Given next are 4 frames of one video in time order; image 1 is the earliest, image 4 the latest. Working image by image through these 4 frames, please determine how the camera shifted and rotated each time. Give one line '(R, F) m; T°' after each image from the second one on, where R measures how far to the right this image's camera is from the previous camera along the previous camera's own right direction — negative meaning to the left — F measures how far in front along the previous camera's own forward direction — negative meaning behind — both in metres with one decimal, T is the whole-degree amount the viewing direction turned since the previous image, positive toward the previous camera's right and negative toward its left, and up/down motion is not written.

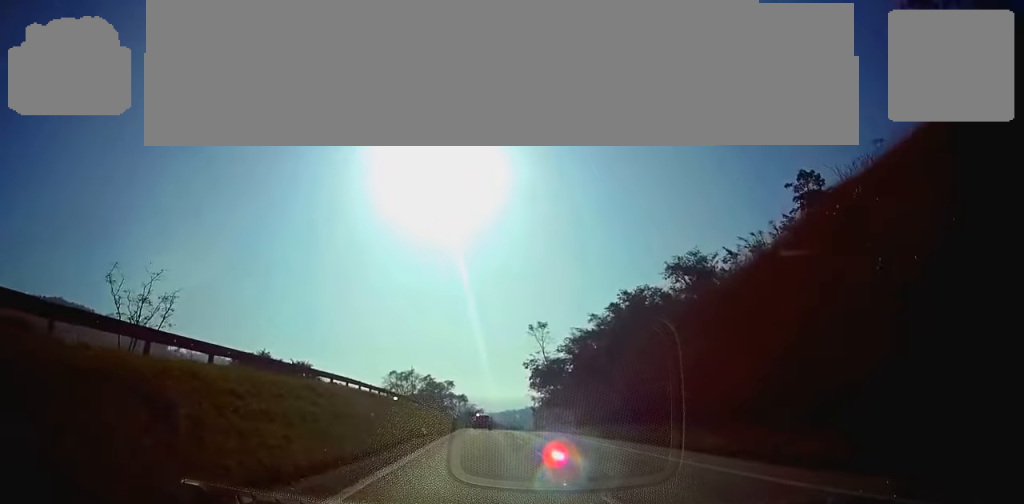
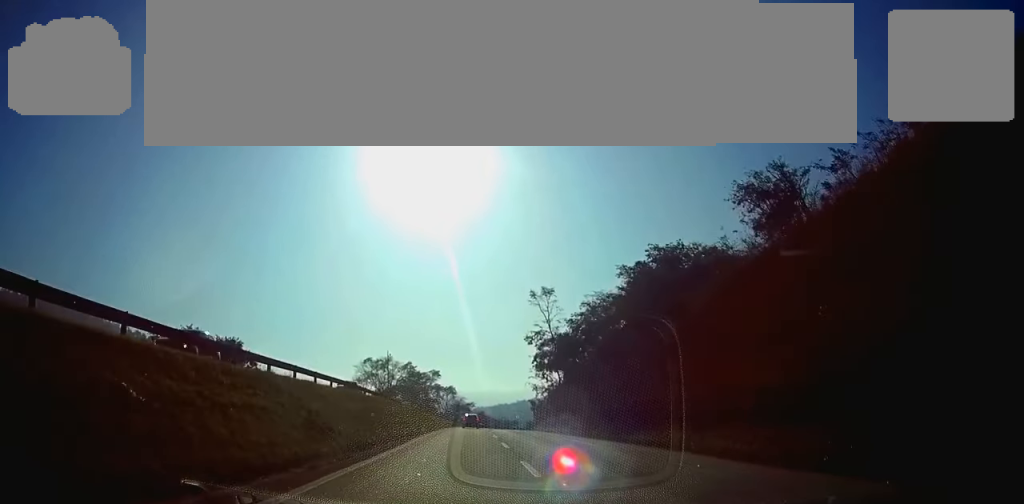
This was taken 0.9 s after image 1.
(+0.2, +27.7) m; +1°
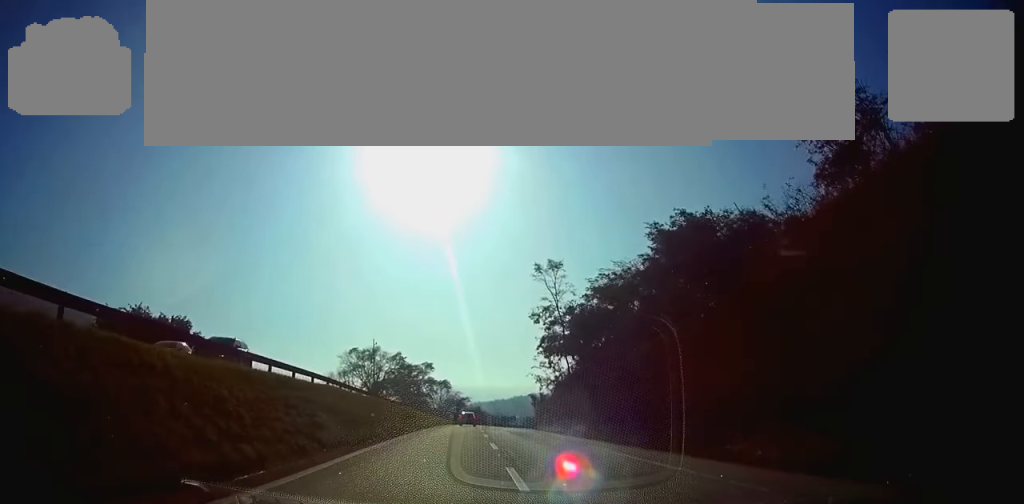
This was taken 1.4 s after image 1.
(+0.1, +14.3) m; 0°
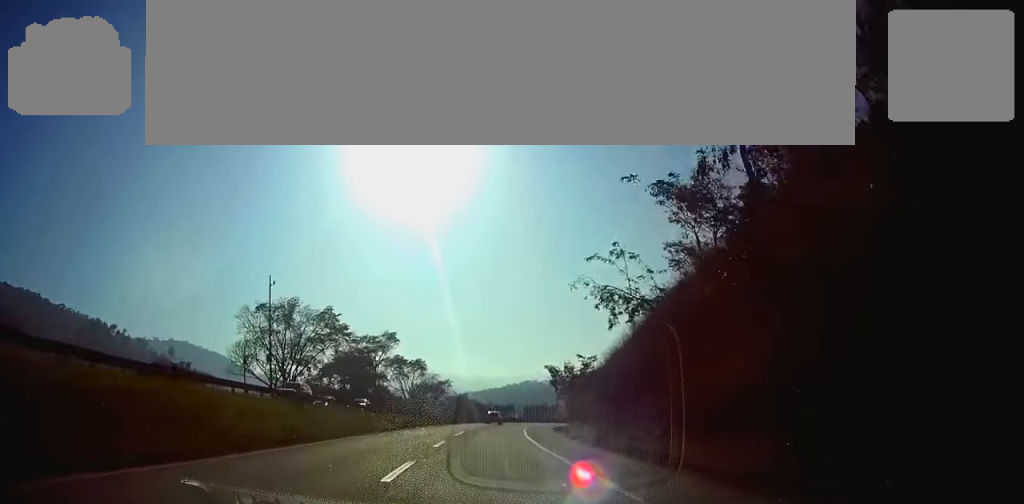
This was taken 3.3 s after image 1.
(+0.4, +59.0) m; +1°
